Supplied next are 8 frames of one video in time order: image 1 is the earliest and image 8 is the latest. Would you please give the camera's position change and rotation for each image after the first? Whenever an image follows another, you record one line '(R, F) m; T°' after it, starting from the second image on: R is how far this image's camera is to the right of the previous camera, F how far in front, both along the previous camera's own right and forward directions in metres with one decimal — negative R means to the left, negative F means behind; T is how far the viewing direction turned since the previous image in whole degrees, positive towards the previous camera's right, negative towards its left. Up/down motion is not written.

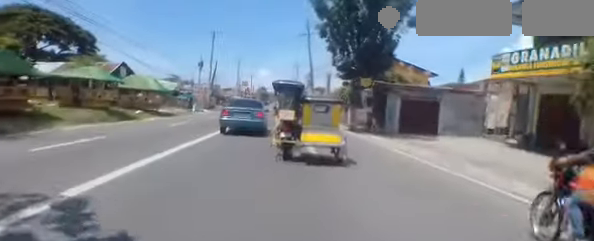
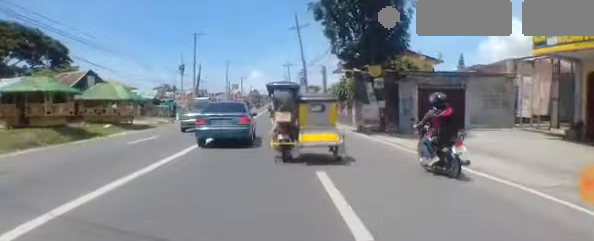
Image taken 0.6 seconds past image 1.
(0.0, +4.2) m; +2°
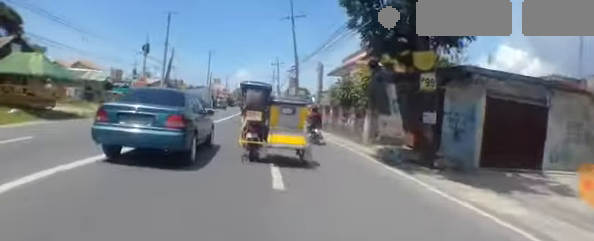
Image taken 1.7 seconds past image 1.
(+0.3, +7.9) m; -2°
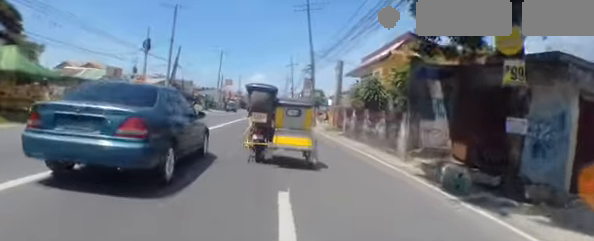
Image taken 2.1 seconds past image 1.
(-0.1, +3.3) m; -2°
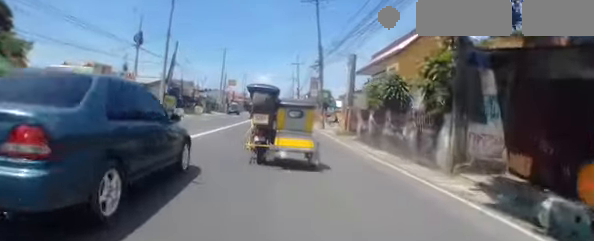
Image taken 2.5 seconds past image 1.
(-0.2, +3.1) m; -2°
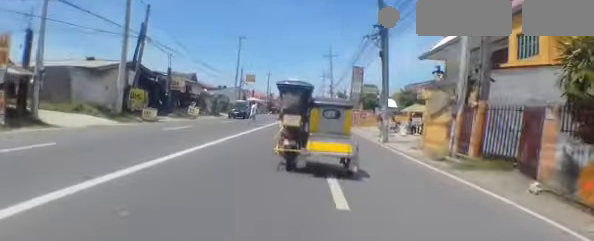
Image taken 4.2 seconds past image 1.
(-0.1, +14.4) m; +1°
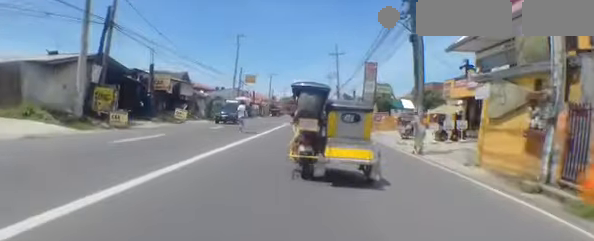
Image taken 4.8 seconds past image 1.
(+0.1, +5.3) m; +1°
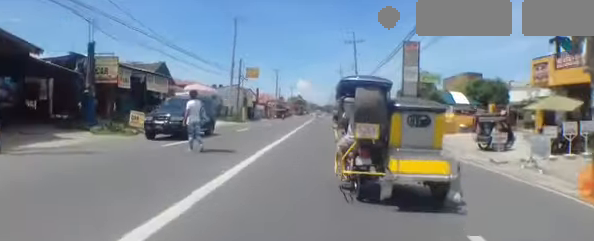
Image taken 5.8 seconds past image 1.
(0.0, +9.8) m; -2°
